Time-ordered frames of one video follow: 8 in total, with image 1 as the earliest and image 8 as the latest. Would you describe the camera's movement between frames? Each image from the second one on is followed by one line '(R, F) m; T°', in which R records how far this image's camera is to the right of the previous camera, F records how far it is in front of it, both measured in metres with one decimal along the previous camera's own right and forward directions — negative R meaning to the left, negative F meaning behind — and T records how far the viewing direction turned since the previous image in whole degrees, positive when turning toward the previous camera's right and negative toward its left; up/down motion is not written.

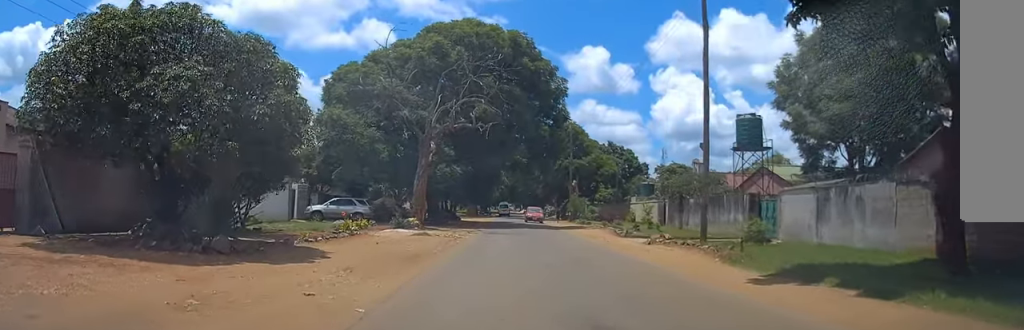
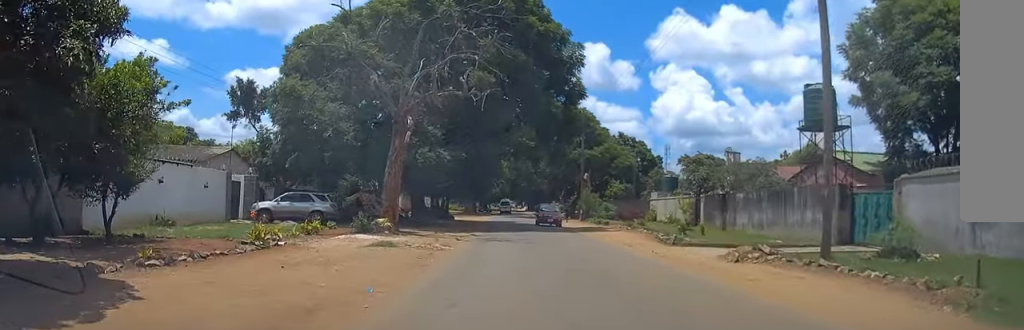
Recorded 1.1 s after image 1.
(+0.1, +9.9) m; 0°
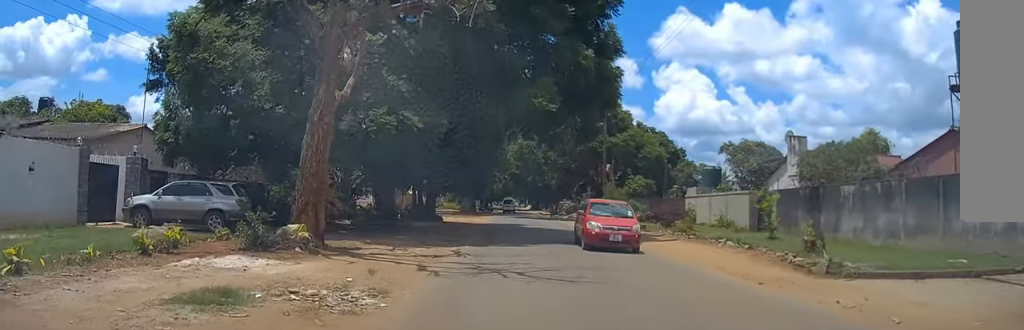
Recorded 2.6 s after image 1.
(-0.1, +12.5) m; -2°
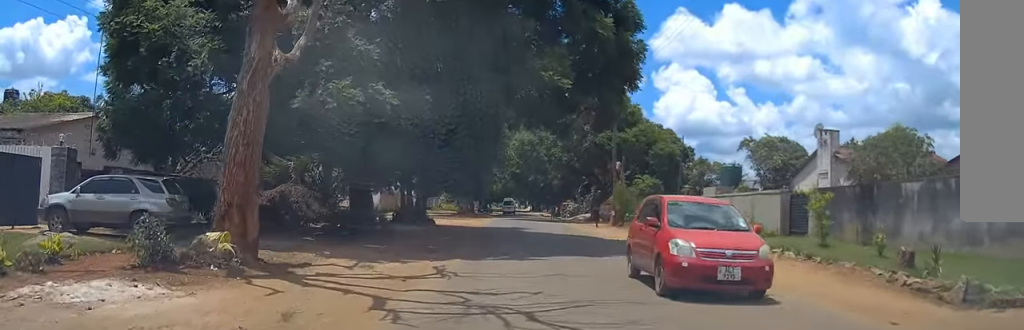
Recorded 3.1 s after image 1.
(0.0, +4.7) m; 0°
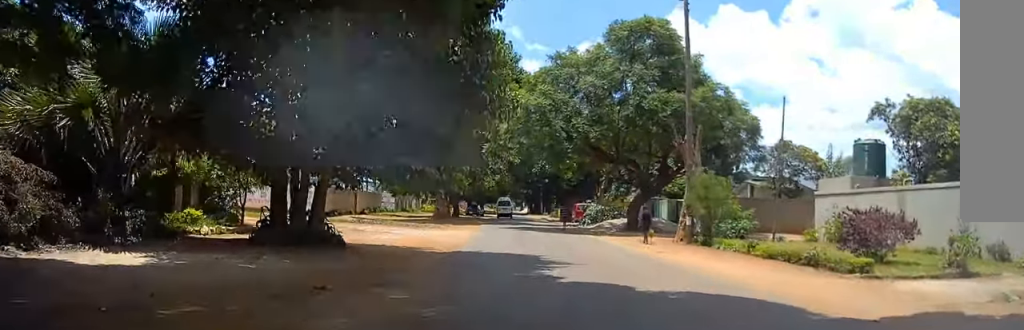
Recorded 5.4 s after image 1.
(+0.3, +20.2) m; +2°
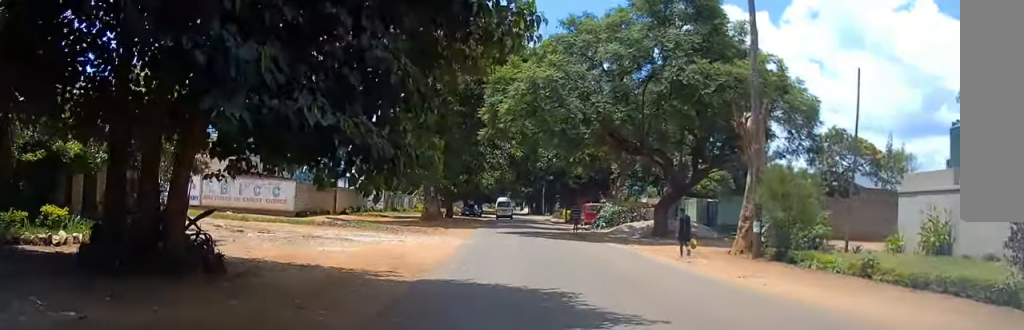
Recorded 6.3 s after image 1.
(0.0, +7.4) m; 0°
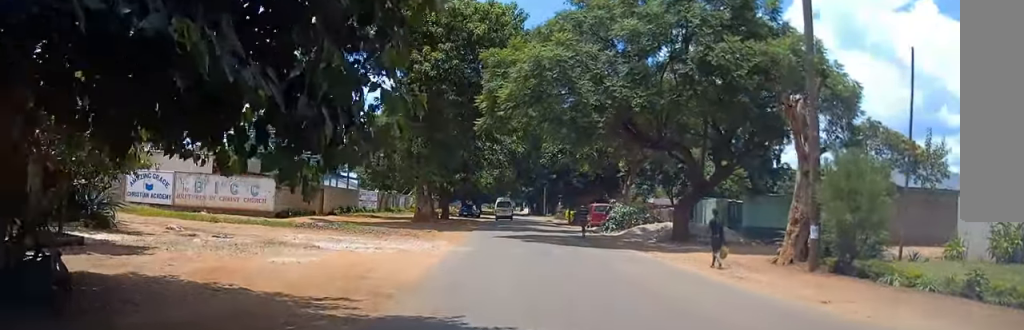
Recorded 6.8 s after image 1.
(0.0, +3.9) m; 0°
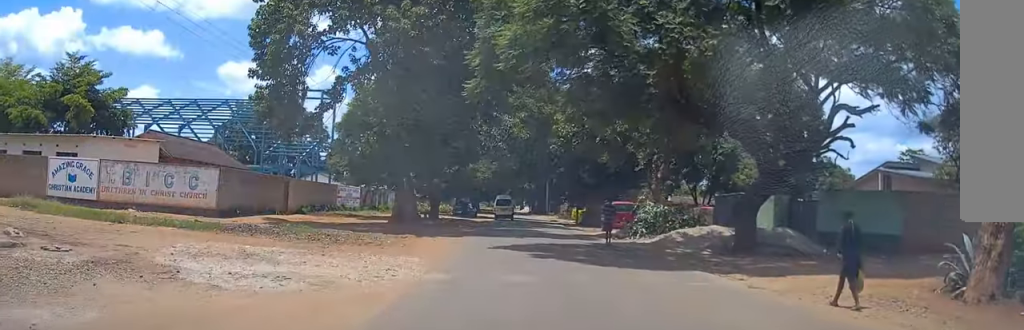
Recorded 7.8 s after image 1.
(0.0, +8.3) m; 0°
